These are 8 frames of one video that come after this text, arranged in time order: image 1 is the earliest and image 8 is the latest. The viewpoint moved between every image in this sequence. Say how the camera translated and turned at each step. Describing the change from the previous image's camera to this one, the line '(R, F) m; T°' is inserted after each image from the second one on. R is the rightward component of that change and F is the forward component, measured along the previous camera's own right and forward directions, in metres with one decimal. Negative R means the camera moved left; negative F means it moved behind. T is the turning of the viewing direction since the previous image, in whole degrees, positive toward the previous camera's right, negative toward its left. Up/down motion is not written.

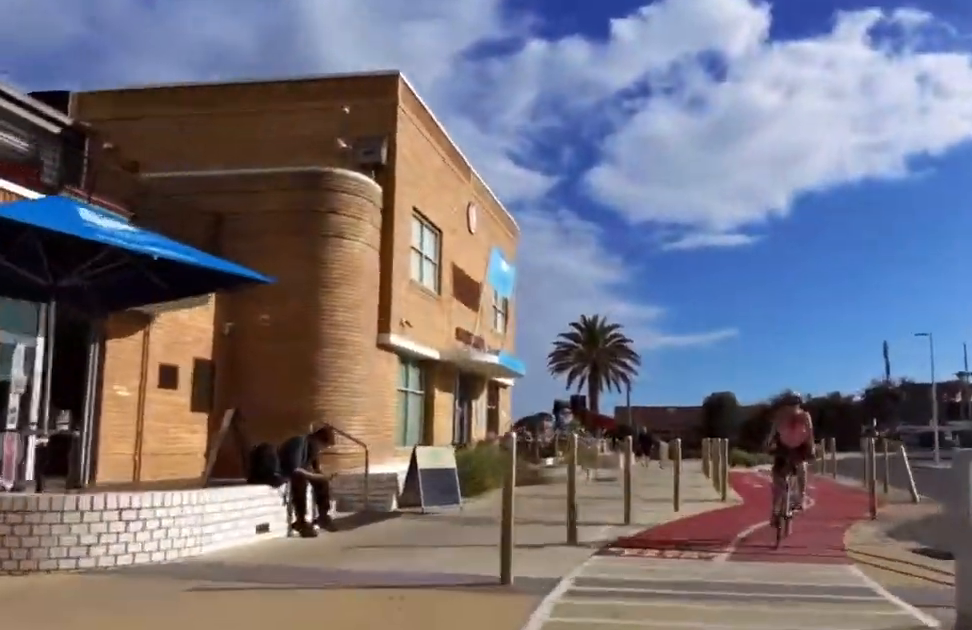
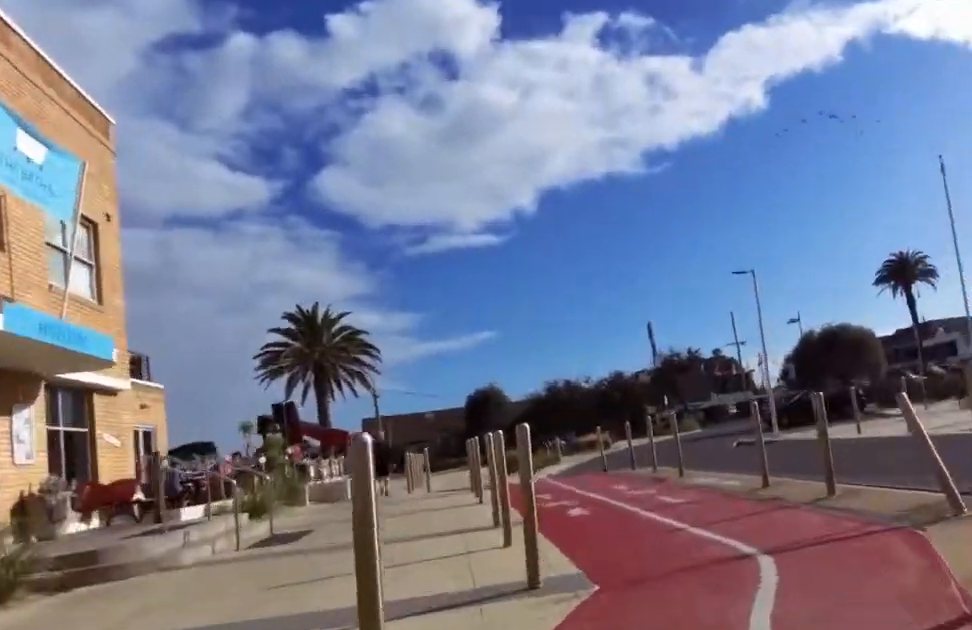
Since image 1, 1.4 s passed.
(-0.1, +9.0) m; +4°
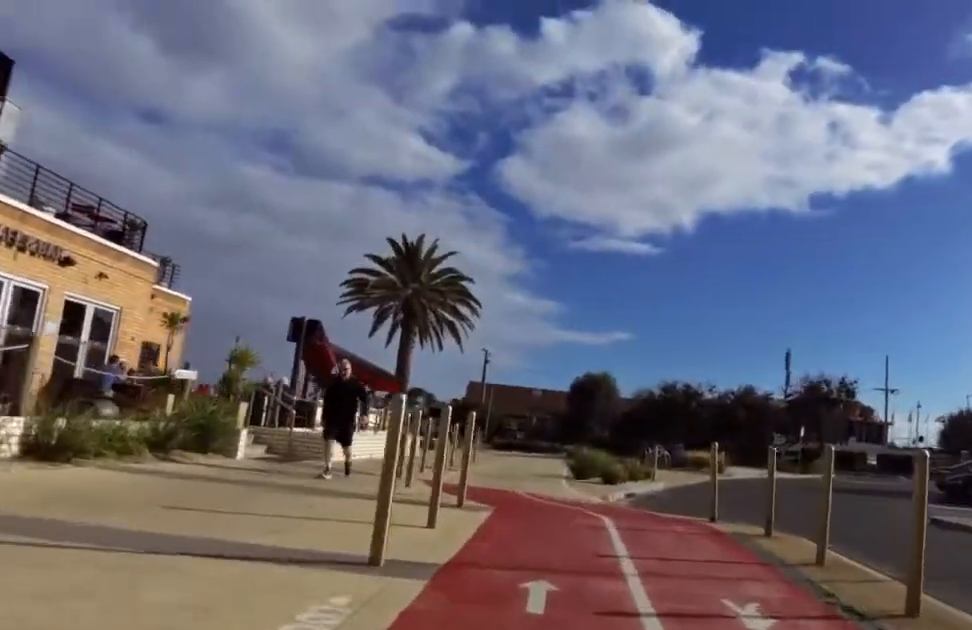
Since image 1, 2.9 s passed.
(+0.4, +8.8) m; +2°
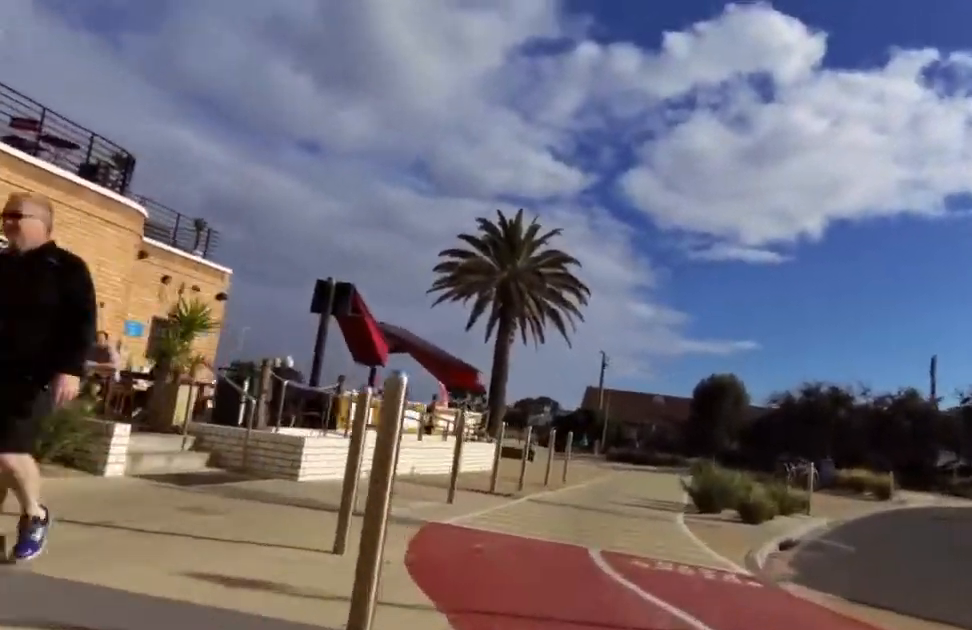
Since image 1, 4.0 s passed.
(+0.4, +6.0) m; 0°
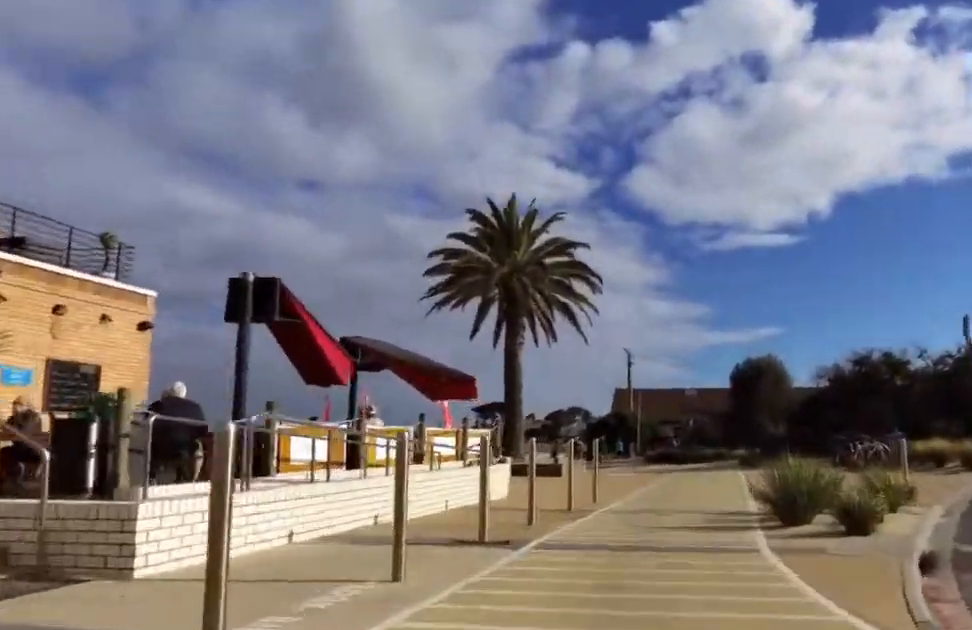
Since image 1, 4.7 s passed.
(0.0, +3.6) m; -4°
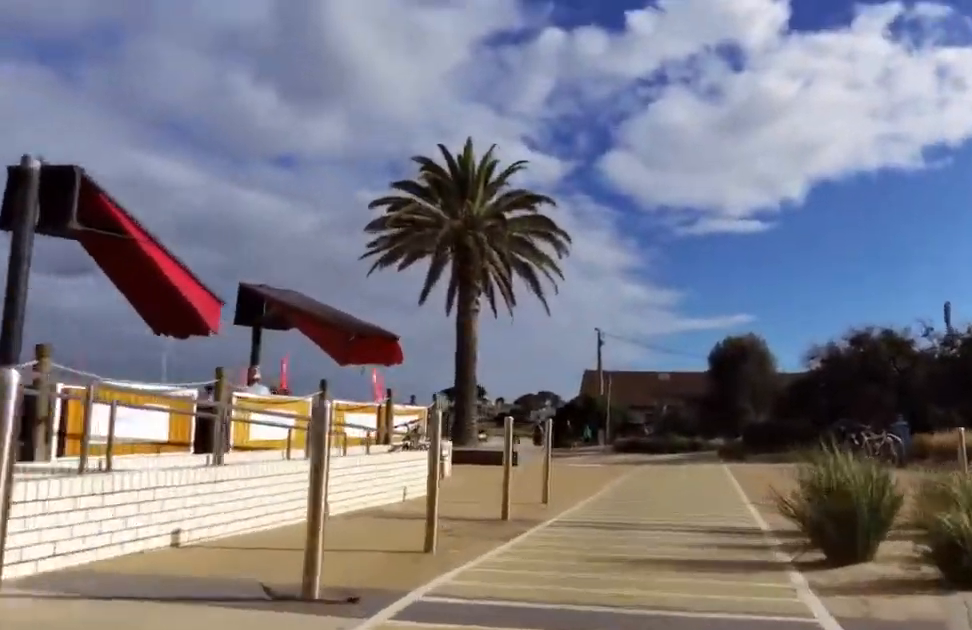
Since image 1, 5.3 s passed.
(-0.6, +3.6) m; -8°
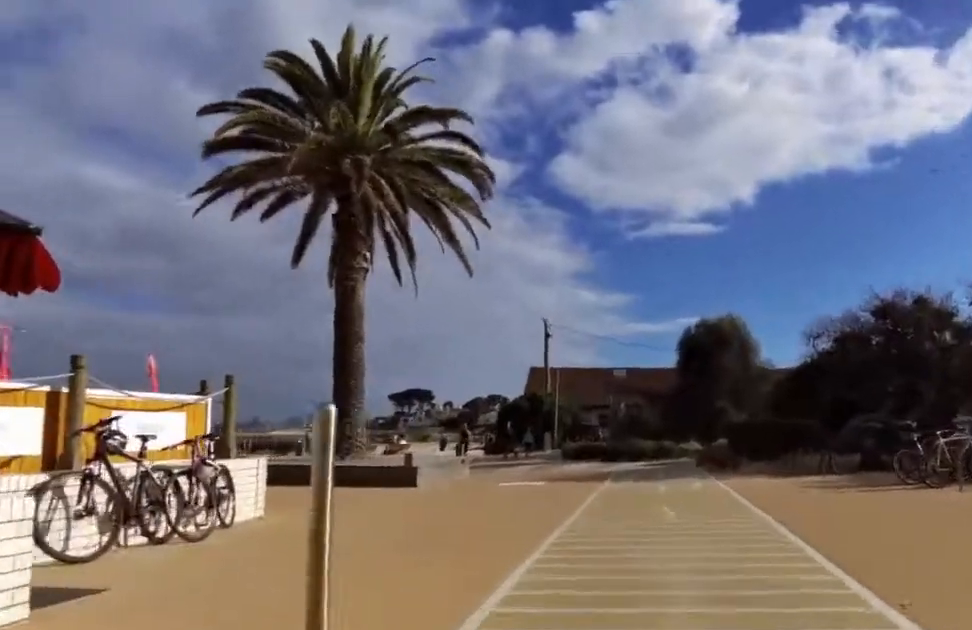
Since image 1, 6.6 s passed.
(+0.6, +7.6) m; +10°
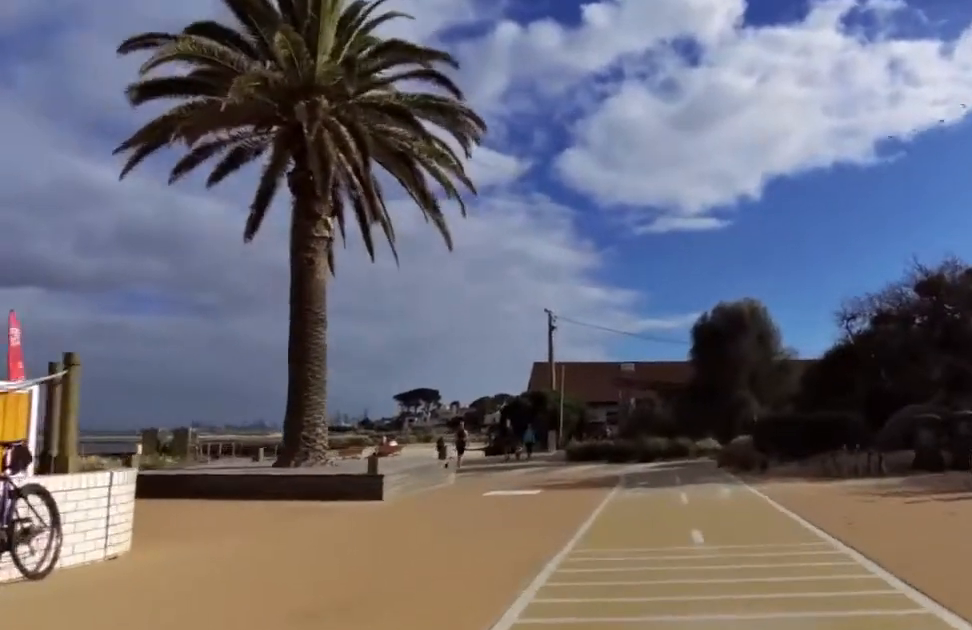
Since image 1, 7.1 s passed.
(+0.5, +3.0) m; 0°
